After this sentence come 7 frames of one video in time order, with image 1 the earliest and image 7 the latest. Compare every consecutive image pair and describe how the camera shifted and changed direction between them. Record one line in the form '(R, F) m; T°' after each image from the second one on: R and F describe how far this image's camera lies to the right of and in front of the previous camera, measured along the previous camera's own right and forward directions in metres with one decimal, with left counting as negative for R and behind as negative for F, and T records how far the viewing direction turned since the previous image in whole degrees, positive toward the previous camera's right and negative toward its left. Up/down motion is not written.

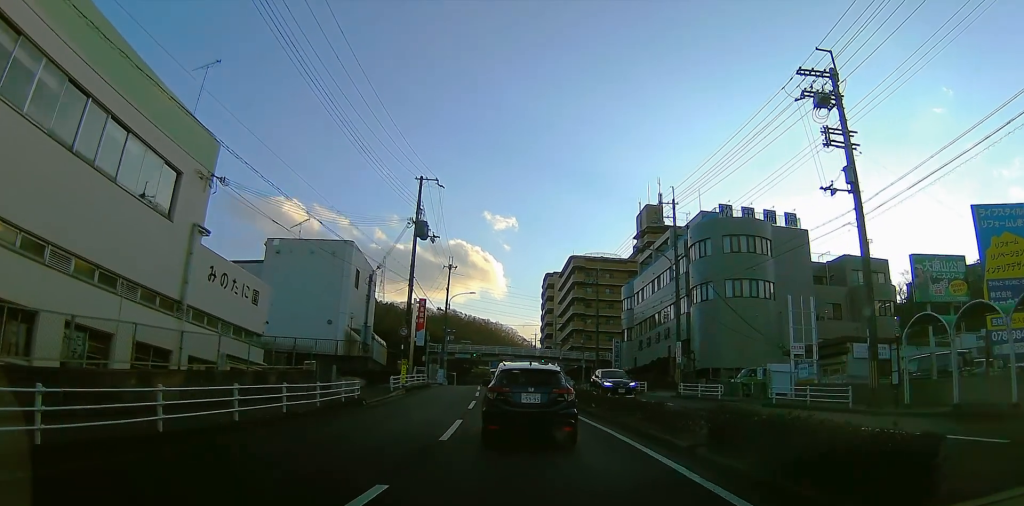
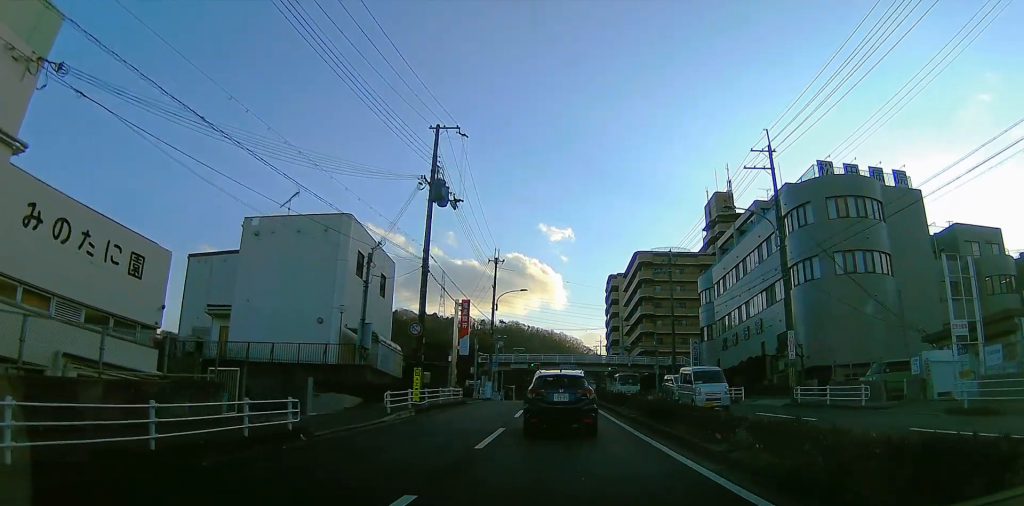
(-1.3, +11.2) m; -10°
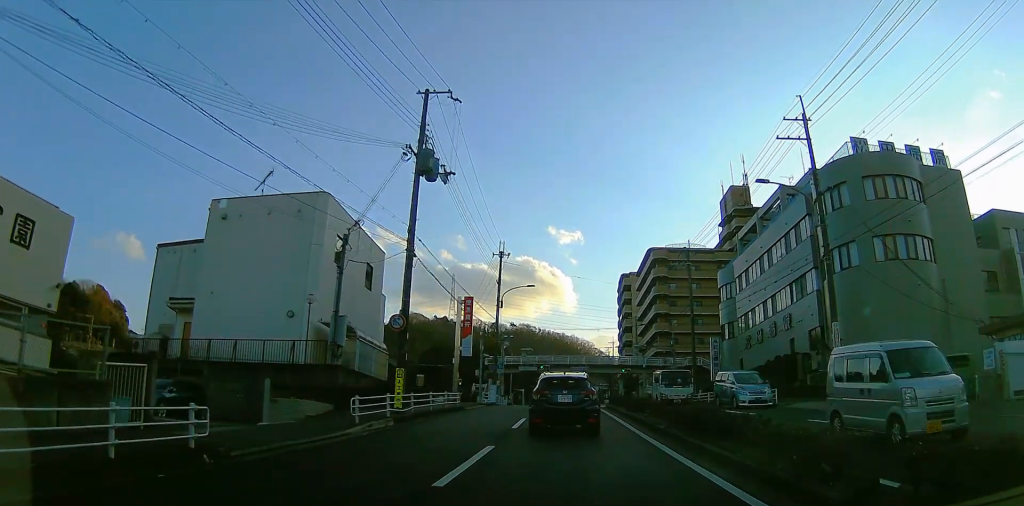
(0.0, +4.2) m; 0°
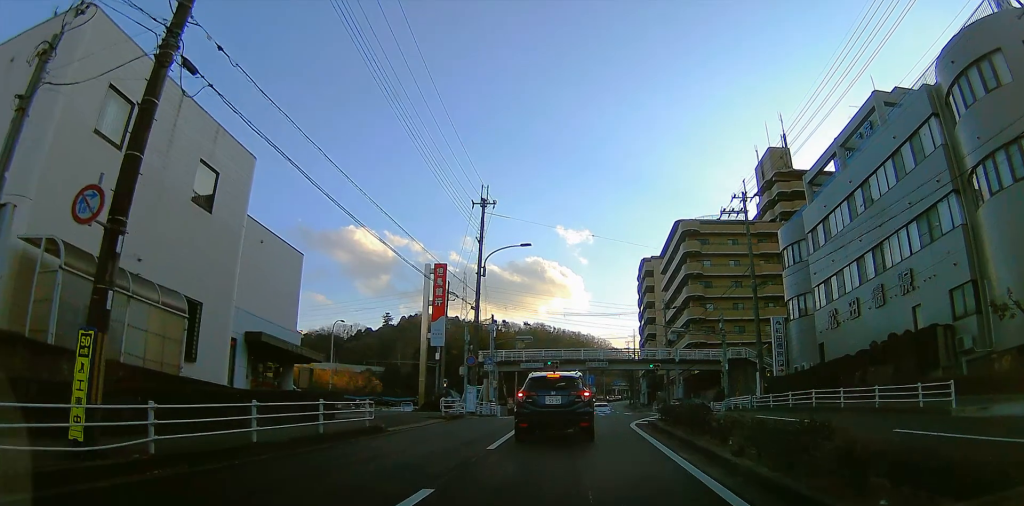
(0.0, +14.3) m; -2°
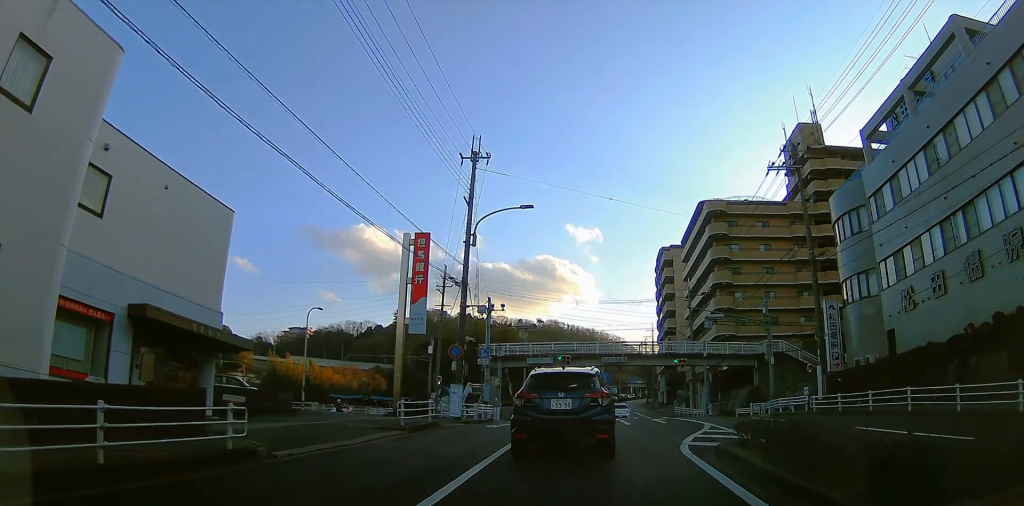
(-0.6, +7.1) m; 0°
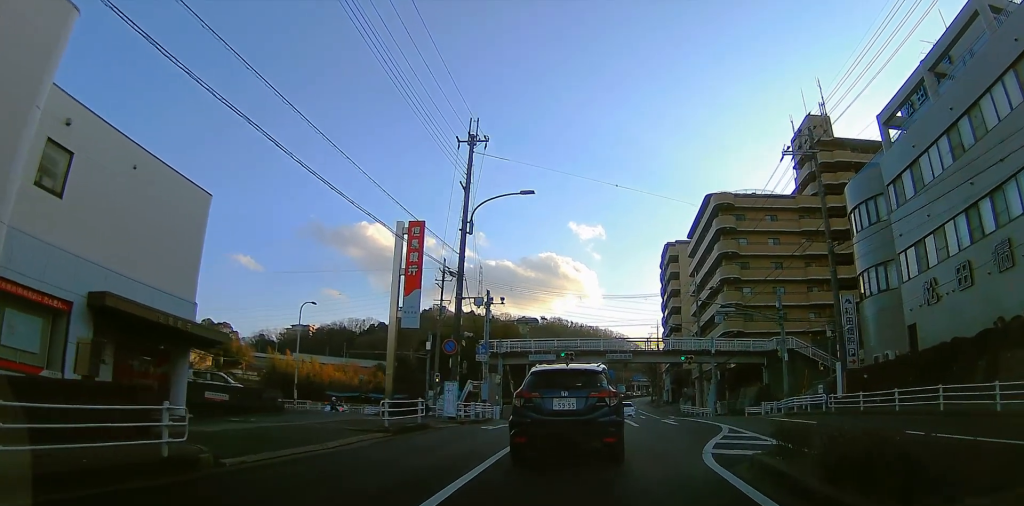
(0.0, +1.7) m; +2°
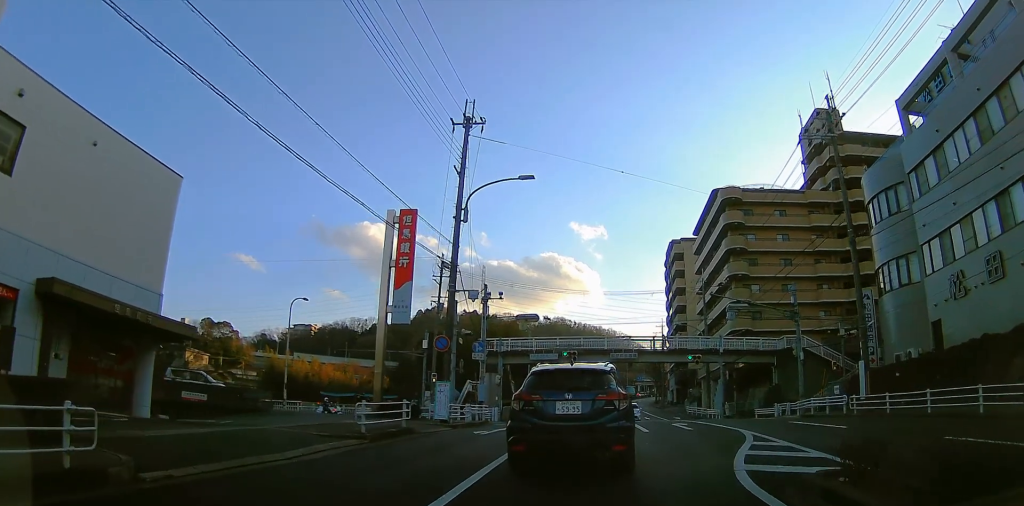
(+0.7, +2.1) m; 0°
